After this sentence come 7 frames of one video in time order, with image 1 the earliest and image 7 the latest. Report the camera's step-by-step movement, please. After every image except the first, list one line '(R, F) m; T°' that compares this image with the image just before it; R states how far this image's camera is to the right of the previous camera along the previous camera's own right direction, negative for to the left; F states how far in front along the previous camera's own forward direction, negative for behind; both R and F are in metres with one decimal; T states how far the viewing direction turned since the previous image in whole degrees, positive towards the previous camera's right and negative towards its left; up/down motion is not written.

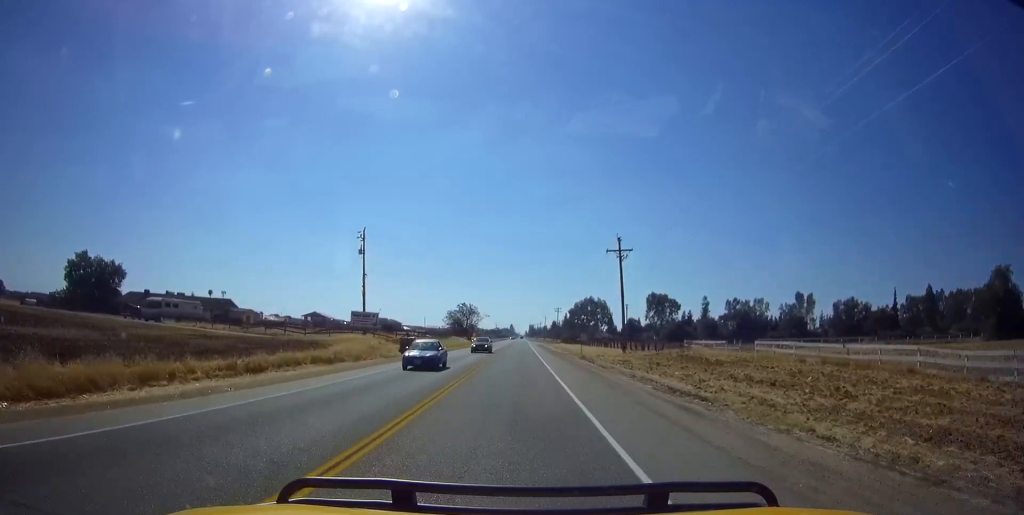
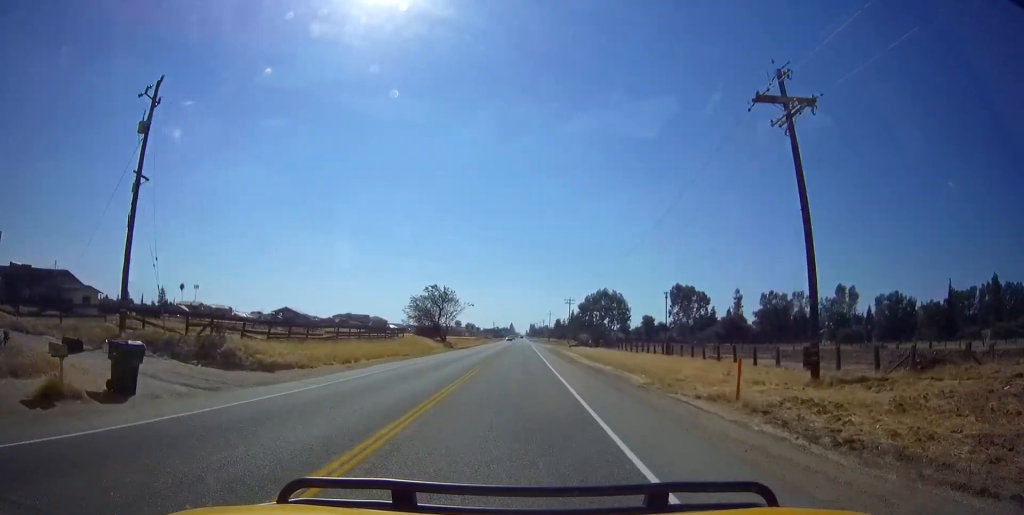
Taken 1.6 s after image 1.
(+0.2, +36.3) m; 0°
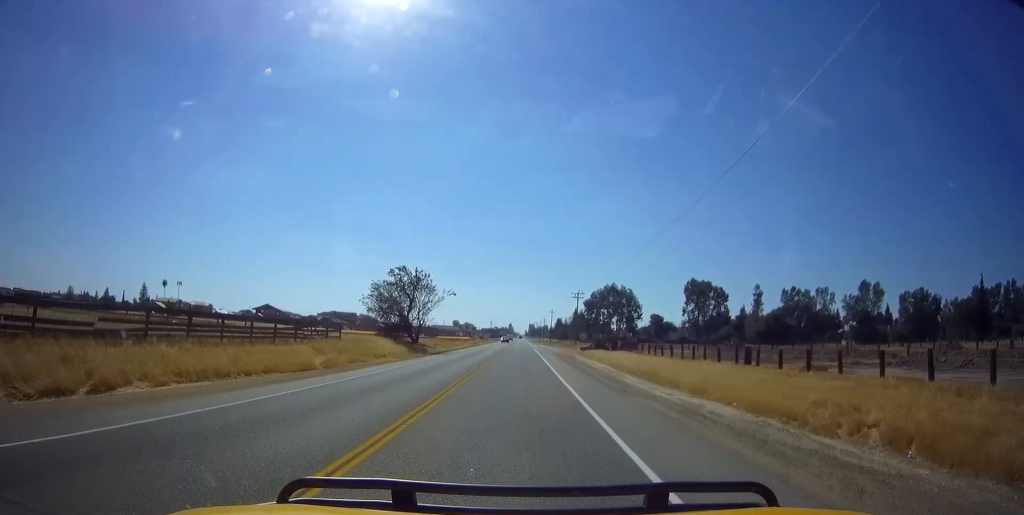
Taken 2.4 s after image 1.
(0.0, +18.5) m; 0°
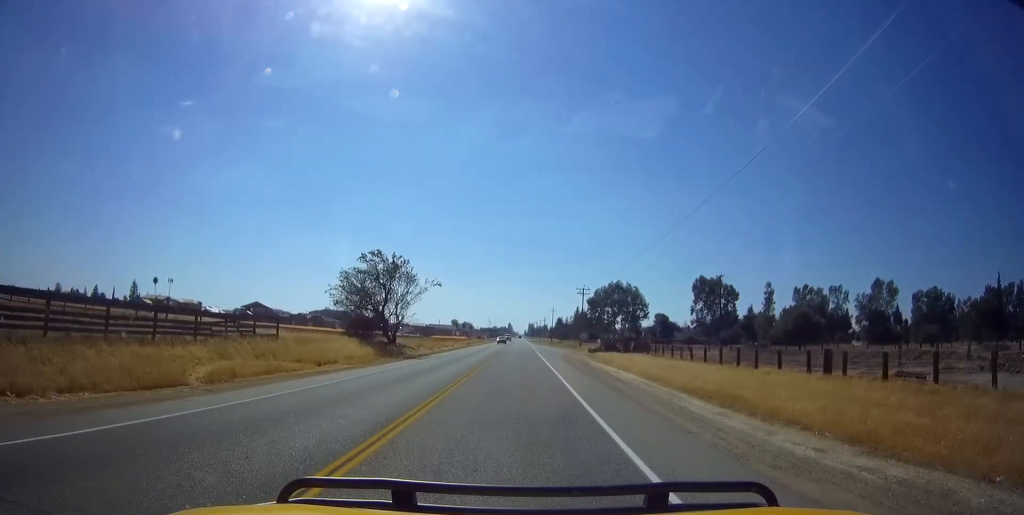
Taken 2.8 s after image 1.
(-0.1, +9.3) m; 0°
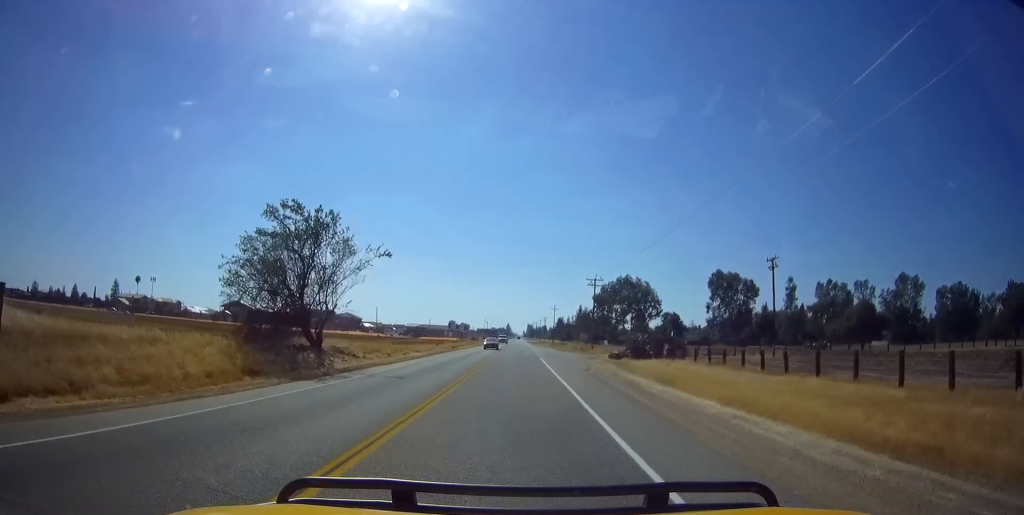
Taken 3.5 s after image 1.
(0.0, +16.1) m; 0°
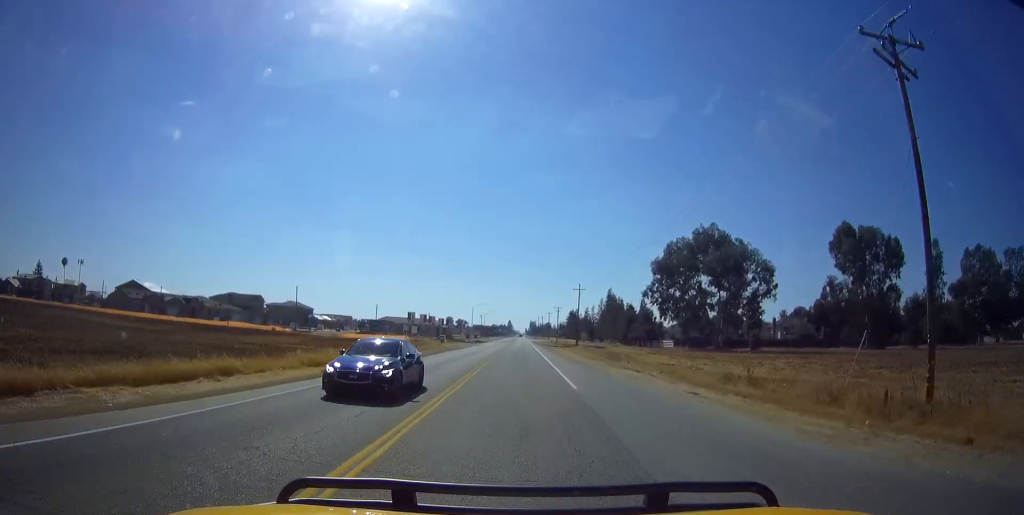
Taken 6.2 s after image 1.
(-0.1, +64.0) m; 0°
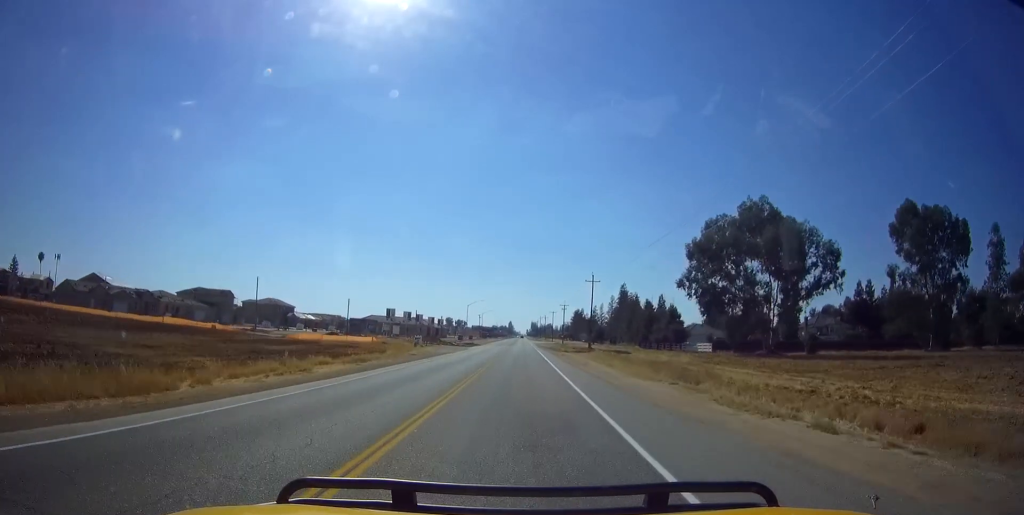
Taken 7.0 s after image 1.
(+0.1, +17.9) m; 0°
